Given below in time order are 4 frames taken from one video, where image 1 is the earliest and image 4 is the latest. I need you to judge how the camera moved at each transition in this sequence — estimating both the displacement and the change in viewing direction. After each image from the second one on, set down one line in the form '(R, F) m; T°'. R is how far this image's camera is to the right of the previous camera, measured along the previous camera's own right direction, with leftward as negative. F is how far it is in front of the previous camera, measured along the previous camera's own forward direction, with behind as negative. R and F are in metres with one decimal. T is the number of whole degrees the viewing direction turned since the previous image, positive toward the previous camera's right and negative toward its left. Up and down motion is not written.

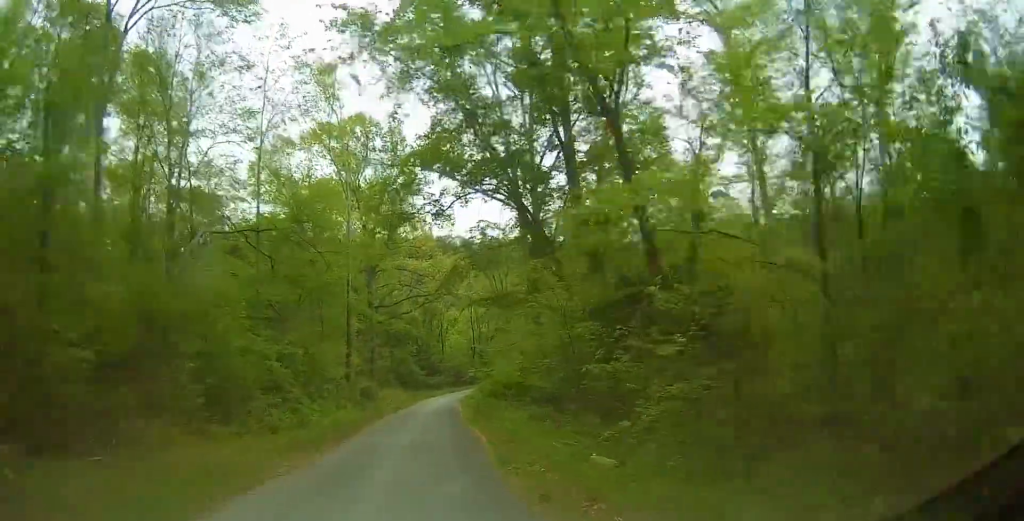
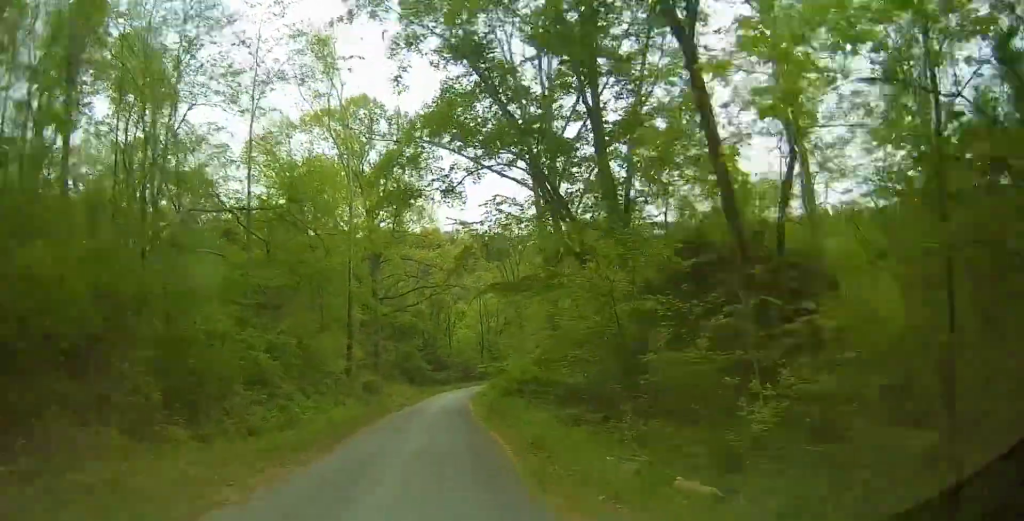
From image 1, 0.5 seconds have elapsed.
(0.0, +3.4) m; -3°
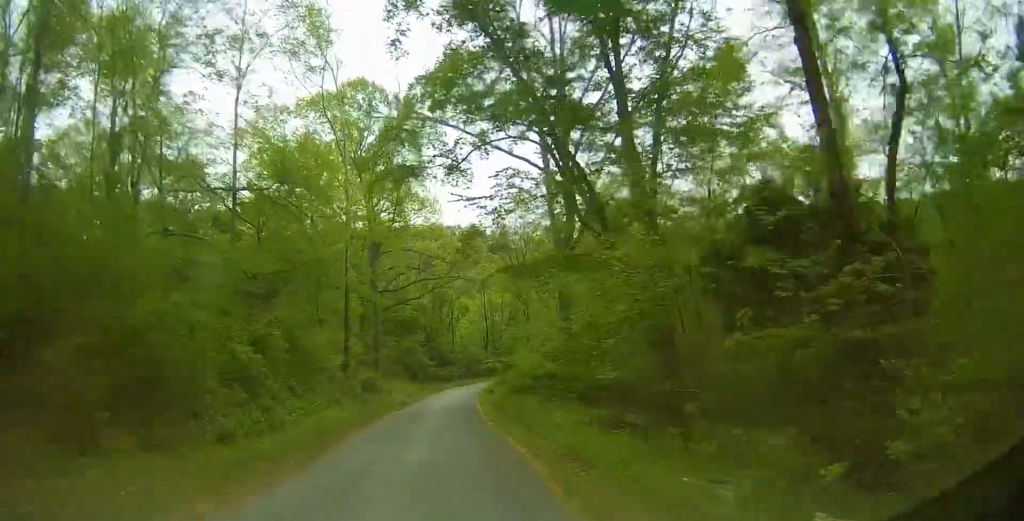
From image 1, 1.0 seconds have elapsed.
(-0.1, +3.0) m; 0°
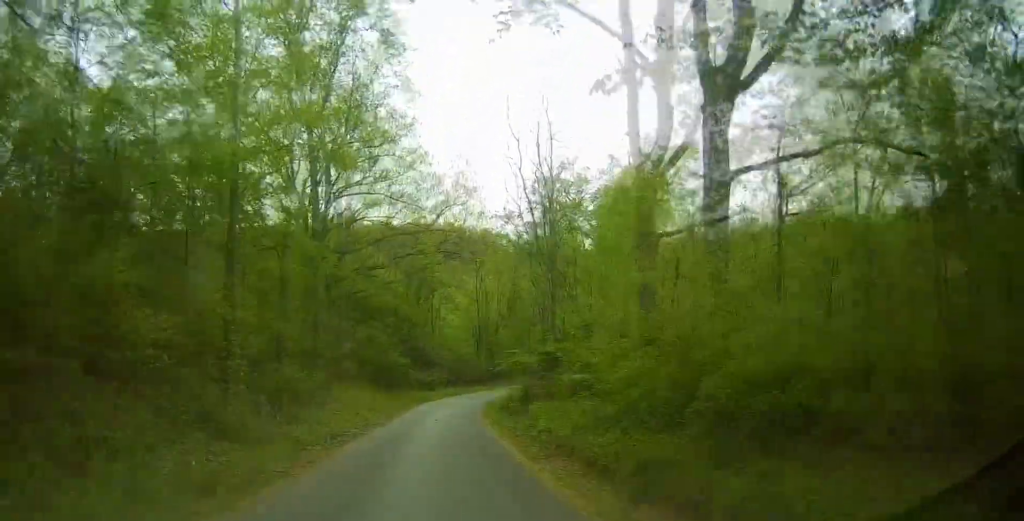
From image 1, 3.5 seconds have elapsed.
(+0.1, +17.4) m; 0°
